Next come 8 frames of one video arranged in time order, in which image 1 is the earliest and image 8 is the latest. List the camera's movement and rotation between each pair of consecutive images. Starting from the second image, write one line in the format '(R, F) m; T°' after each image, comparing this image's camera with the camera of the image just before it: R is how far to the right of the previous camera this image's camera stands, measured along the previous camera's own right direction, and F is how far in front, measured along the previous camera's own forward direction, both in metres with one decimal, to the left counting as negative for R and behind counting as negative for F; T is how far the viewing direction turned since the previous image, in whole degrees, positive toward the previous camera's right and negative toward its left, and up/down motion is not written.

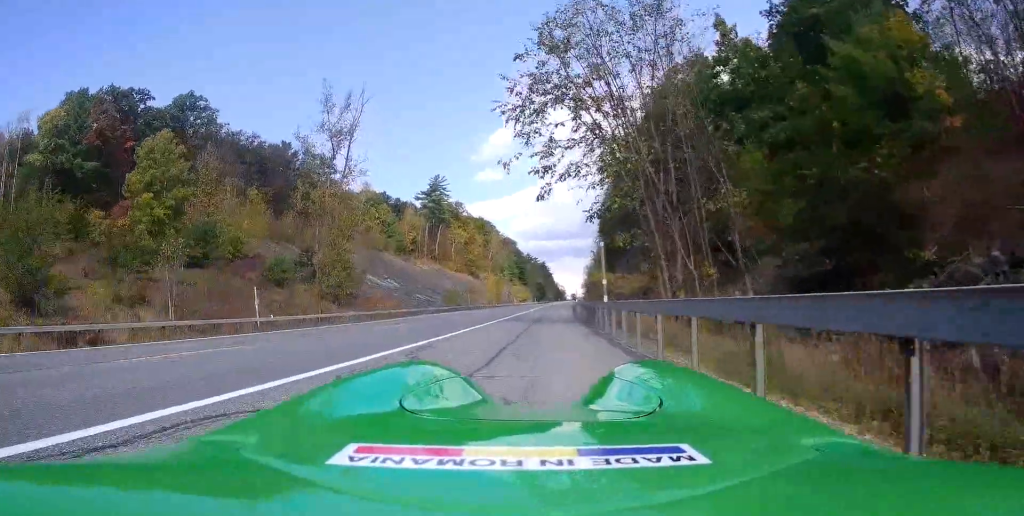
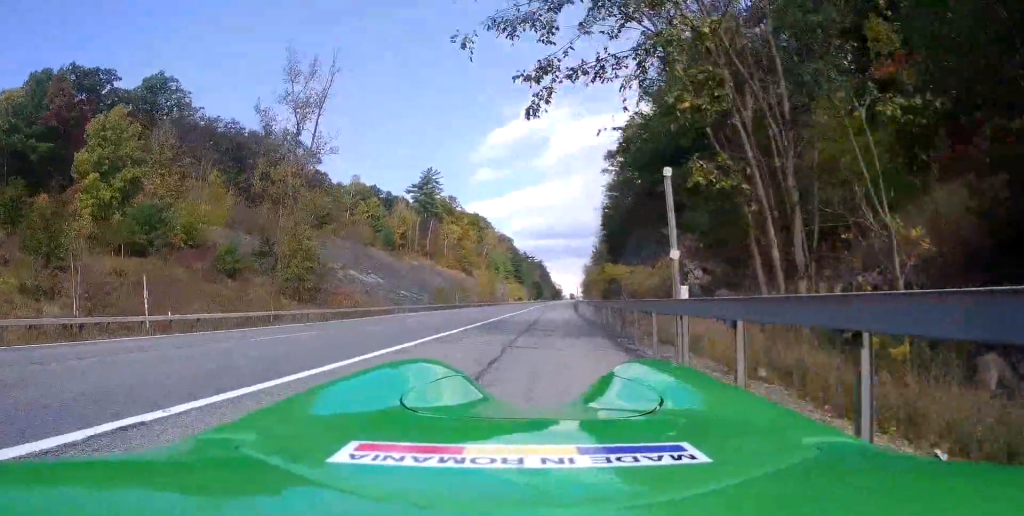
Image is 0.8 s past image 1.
(-0.2, +8.6) m; -1°
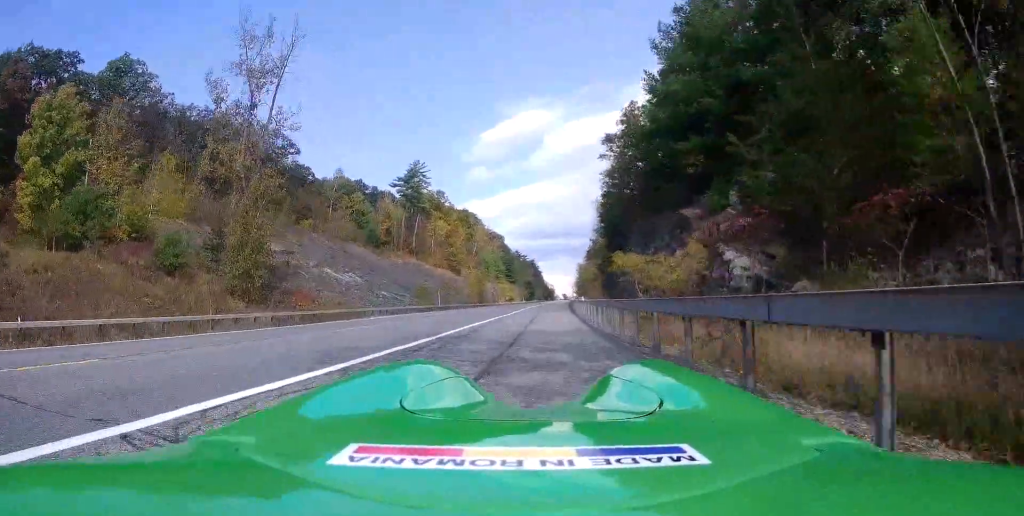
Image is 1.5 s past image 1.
(0.0, +7.3) m; +1°
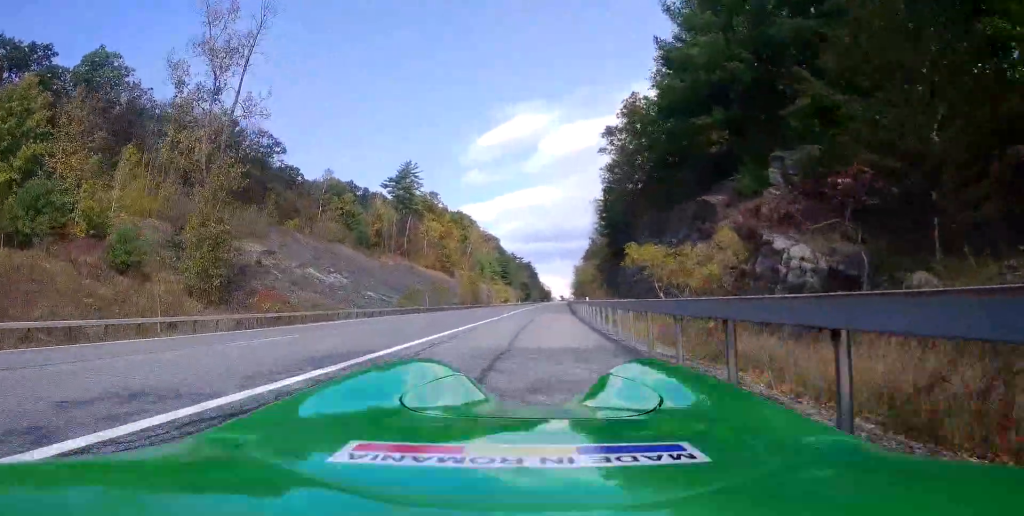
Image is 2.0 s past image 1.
(-0.1, +5.1) m; +1°
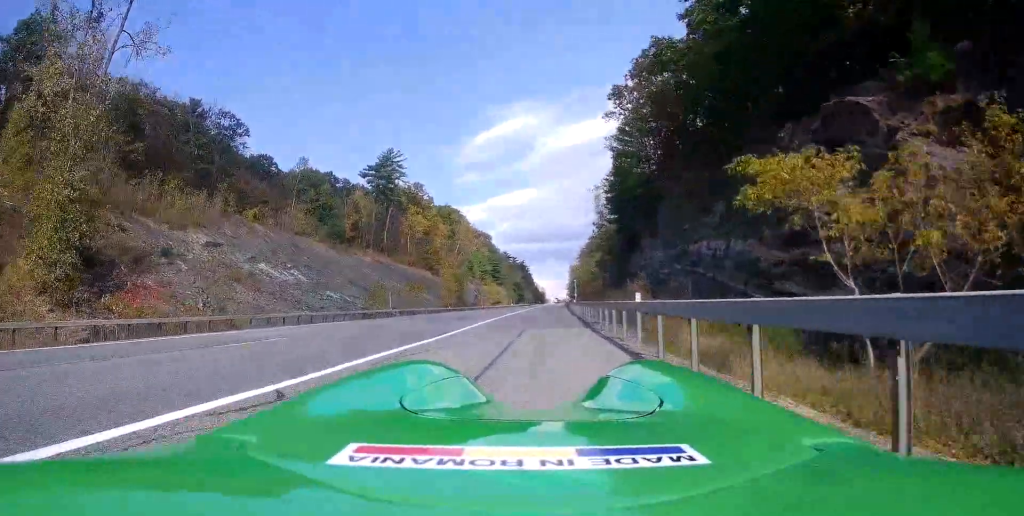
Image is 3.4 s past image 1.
(+0.5, +13.6) m; +2°
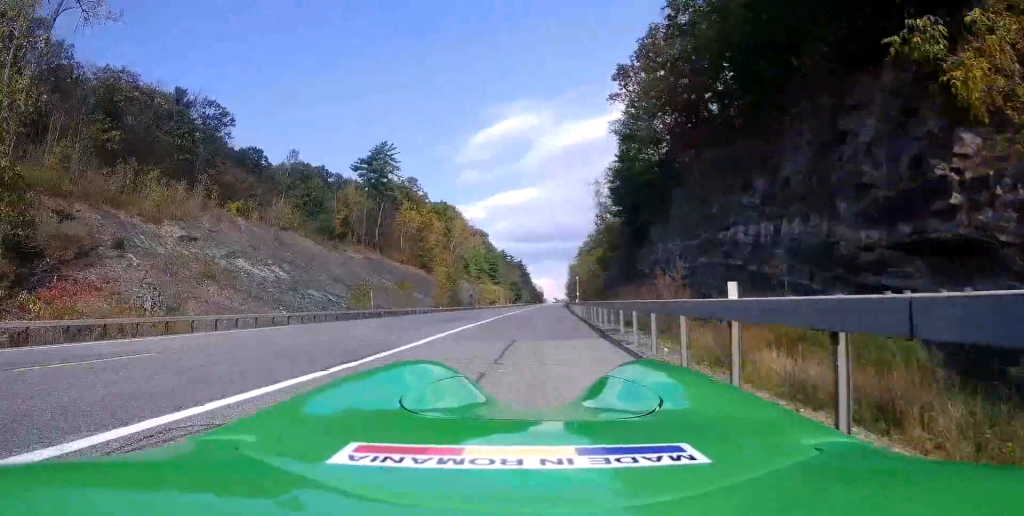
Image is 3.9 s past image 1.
(0.0, +5.0) m; 0°
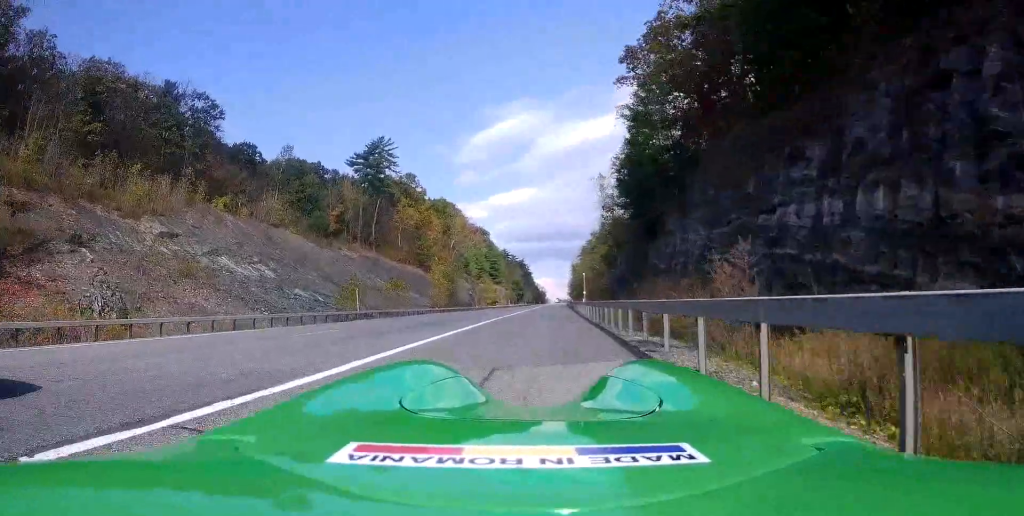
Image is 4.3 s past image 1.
(0.0, +4.6) m; 0°
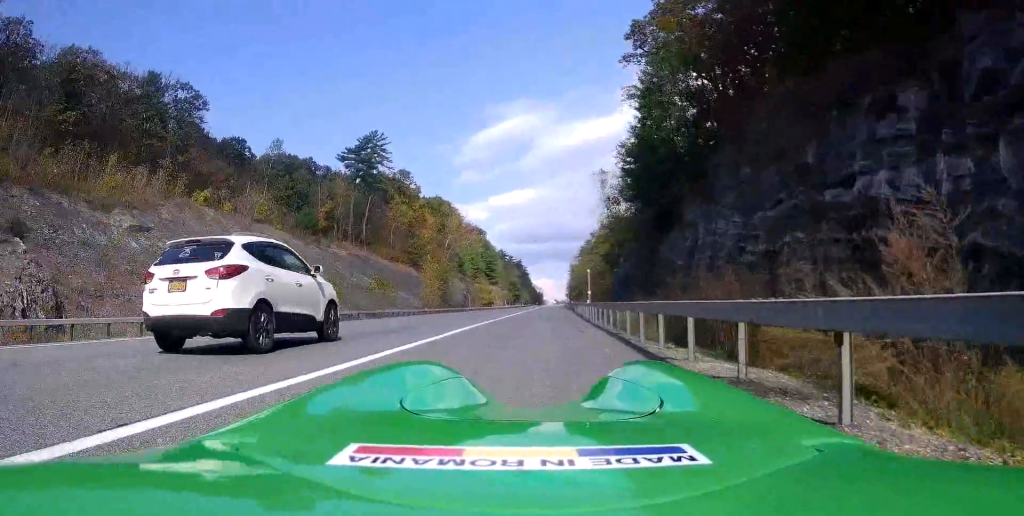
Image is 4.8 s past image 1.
(0.0, +5.0) m; 0°
